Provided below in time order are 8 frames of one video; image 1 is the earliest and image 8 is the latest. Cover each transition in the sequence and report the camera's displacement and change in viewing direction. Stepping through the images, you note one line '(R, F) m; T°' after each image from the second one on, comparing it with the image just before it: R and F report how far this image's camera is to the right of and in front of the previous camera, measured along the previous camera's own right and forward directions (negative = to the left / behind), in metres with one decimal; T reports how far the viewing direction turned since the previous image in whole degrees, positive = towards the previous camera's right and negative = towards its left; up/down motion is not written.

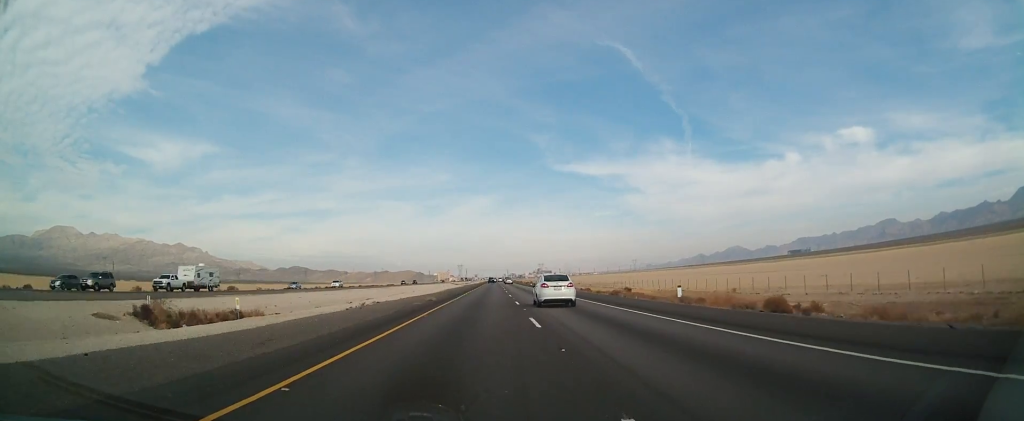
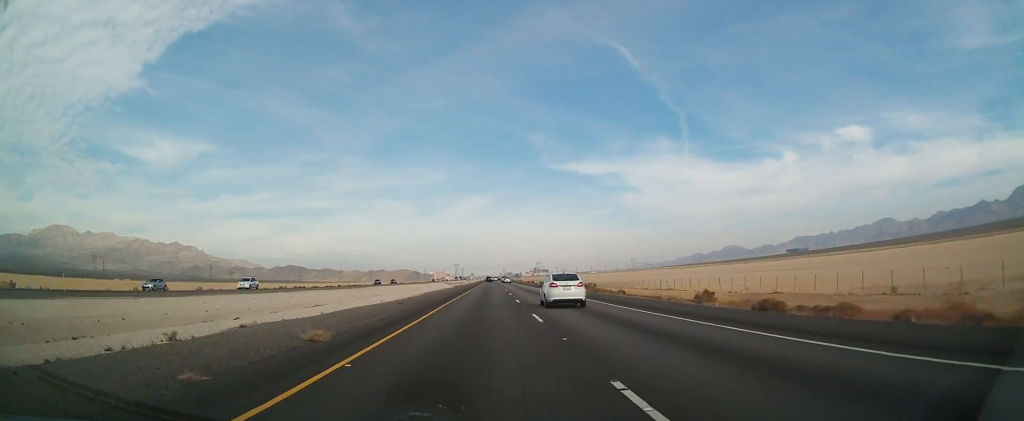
(0.0, +27.0) m; 0°
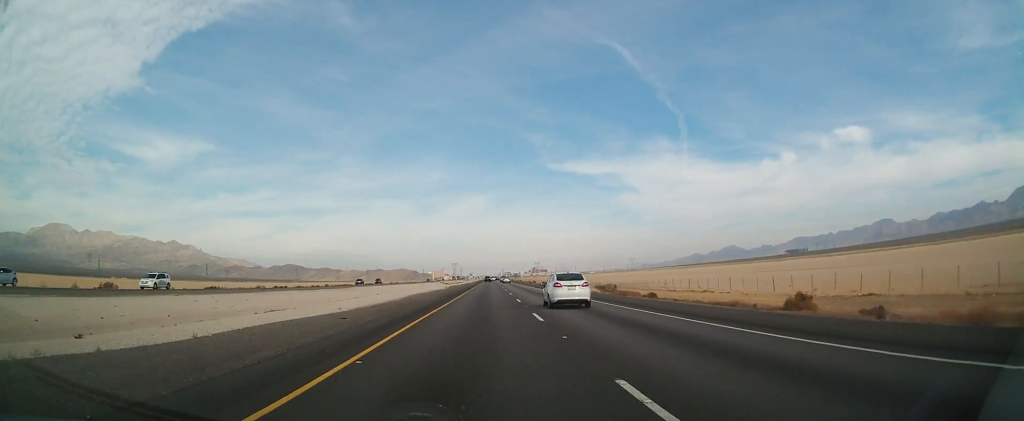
(0.0, +14.0) m; 0°
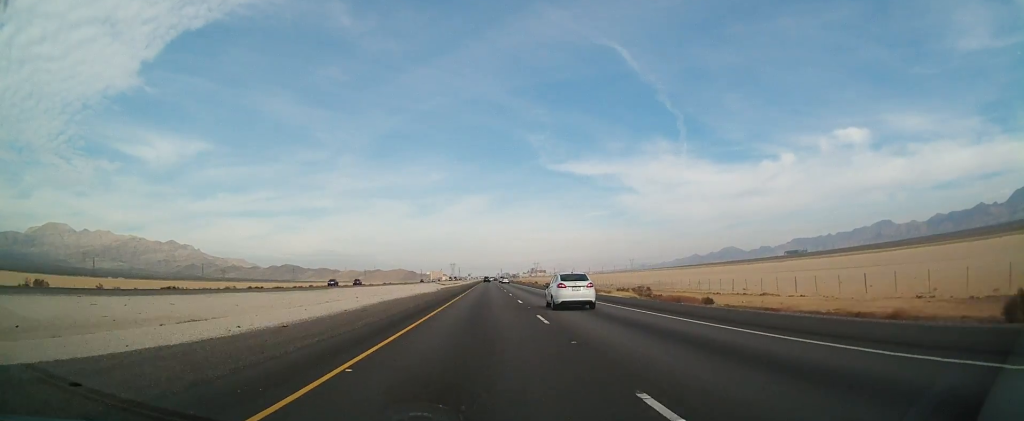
(0.0, +15.3) m; 0°
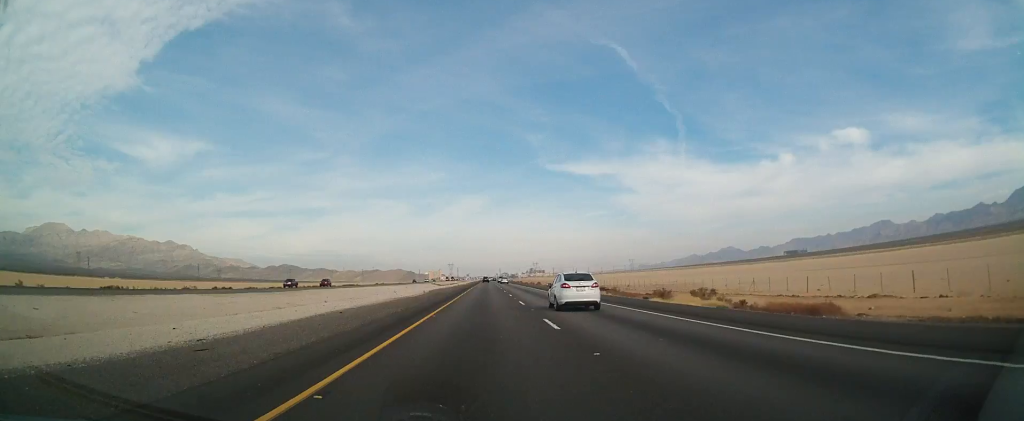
(-0.1, +16.4) m; 0°
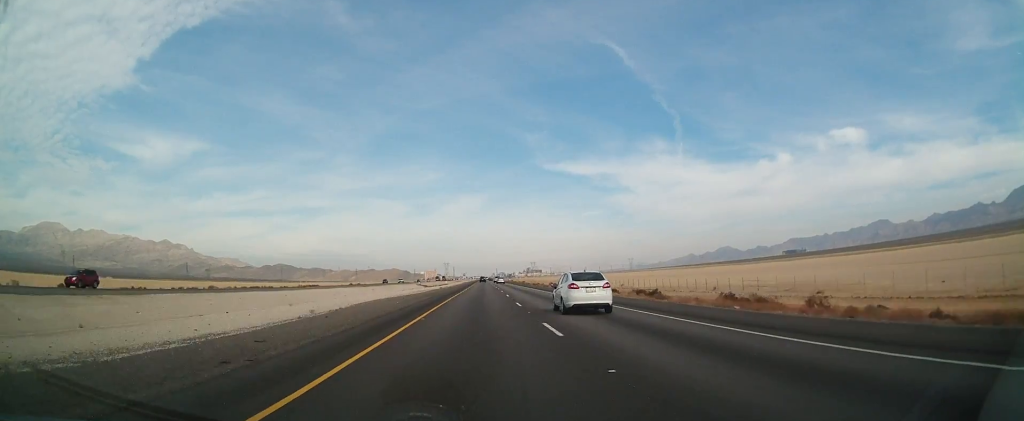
(+0.5, +45.1) m; 0°
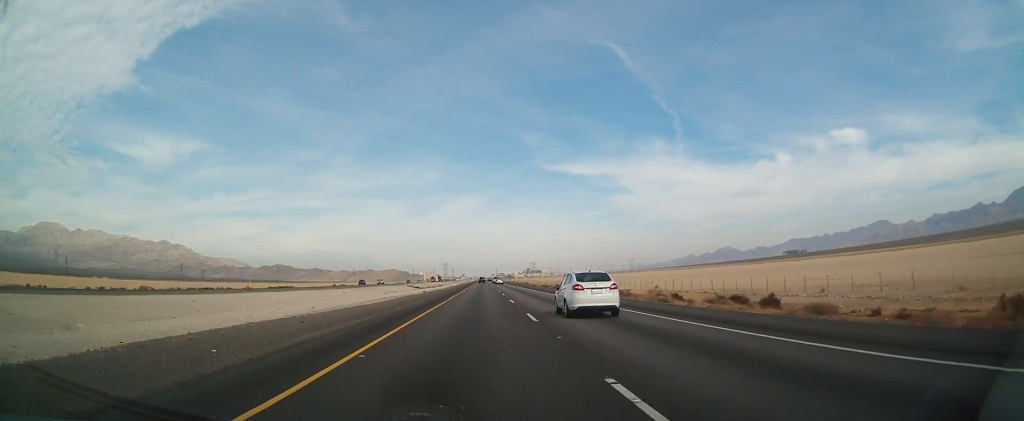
(-0.1, +23.9) m; 0°
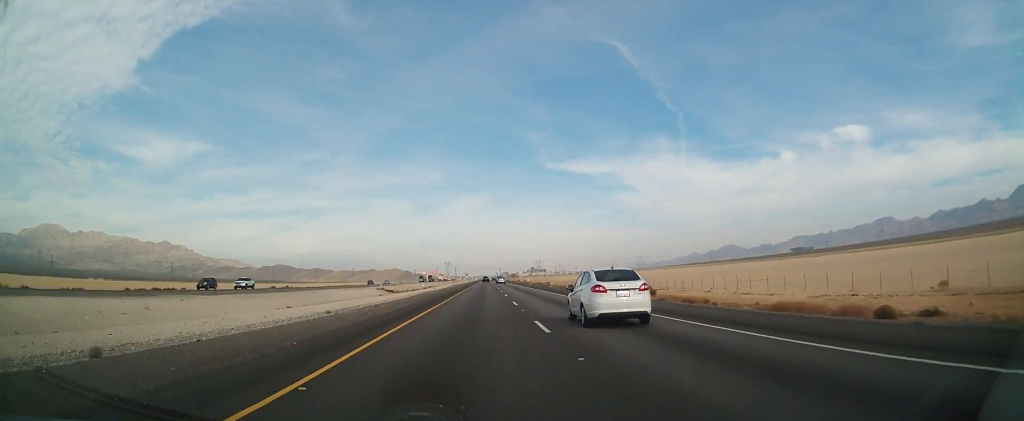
(+0.3, +61.1) m; +1°
